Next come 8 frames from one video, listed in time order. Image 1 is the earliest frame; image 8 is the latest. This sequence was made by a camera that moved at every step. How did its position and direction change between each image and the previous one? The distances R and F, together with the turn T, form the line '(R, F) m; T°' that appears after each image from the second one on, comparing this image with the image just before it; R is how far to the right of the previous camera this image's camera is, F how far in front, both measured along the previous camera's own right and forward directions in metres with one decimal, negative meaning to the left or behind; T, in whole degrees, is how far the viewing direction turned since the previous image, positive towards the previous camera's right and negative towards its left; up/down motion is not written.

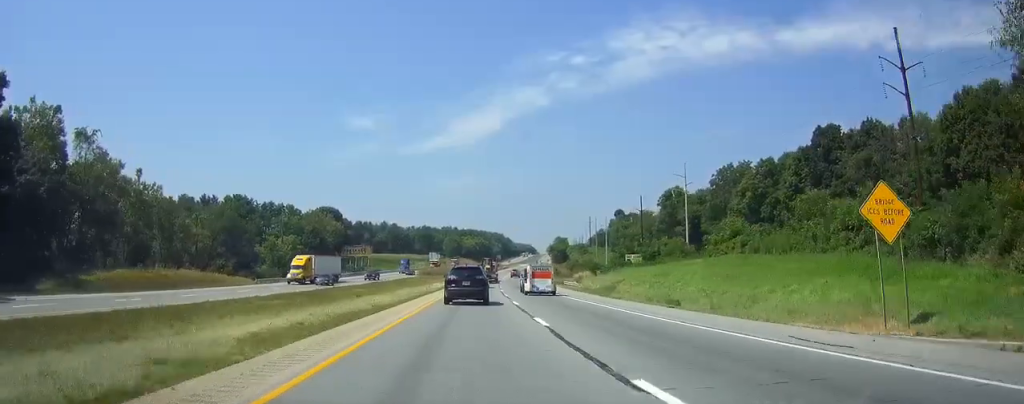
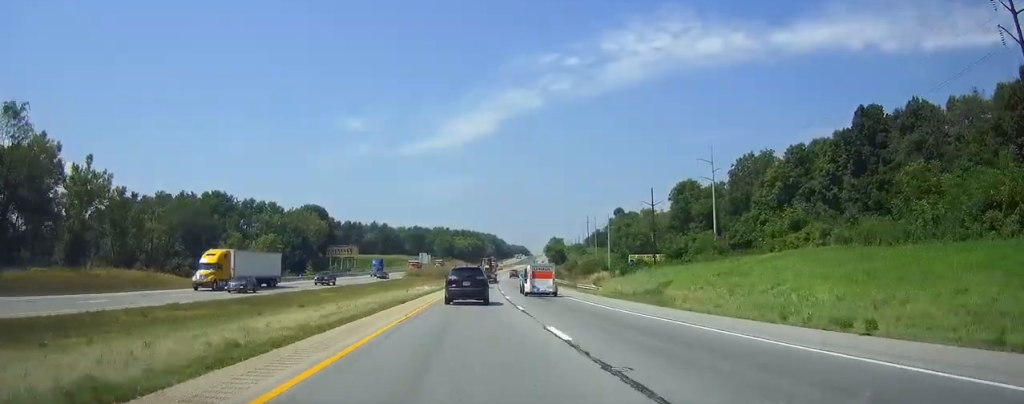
(-0.1, +16.1) m; +1°
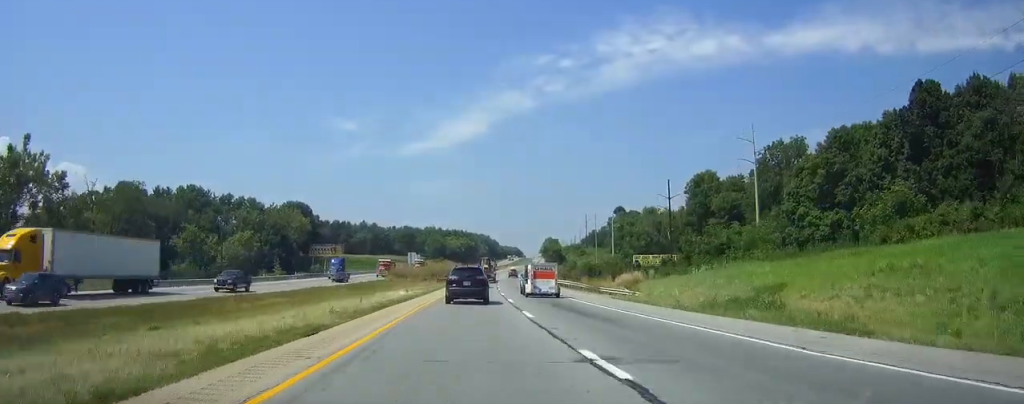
(+0.2, +17.3) m; +1°
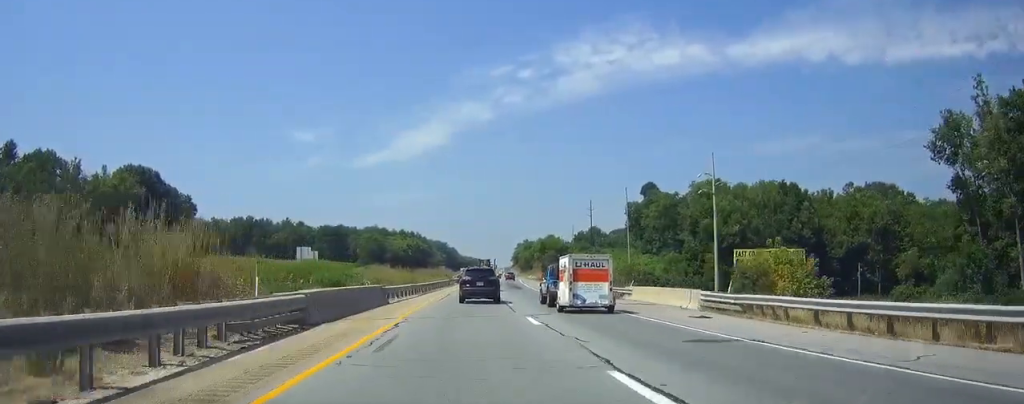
(+3.8, +112.6) m; +4°
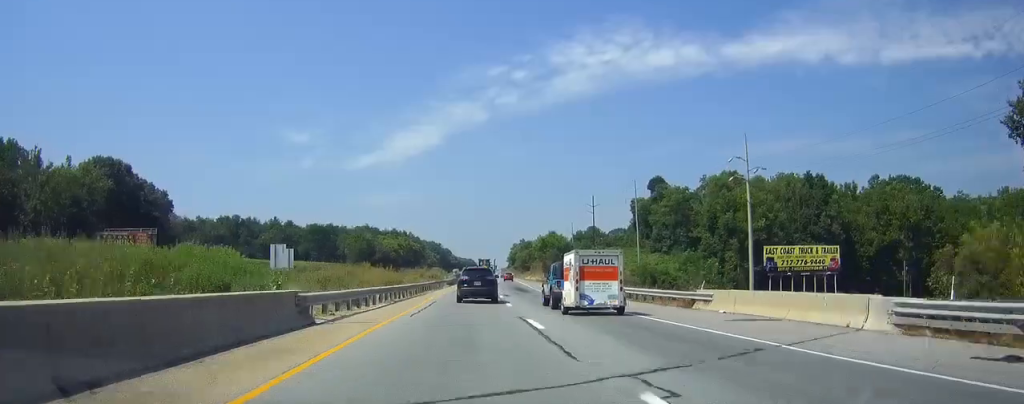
(+0.1, +14.1) m; 0°
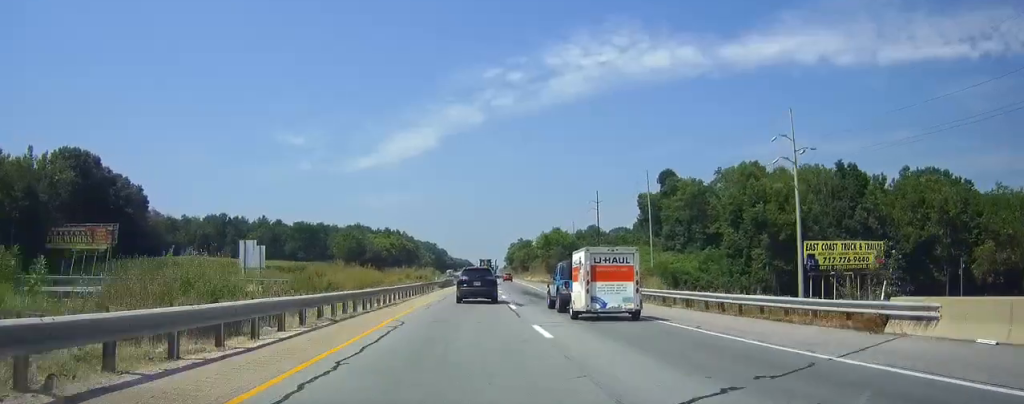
(0.0, +14.1) m; 0°
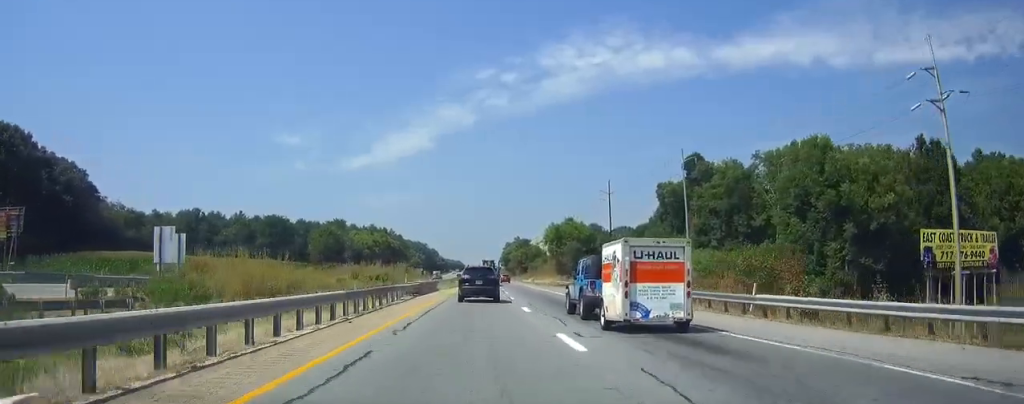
(+0.3, +27.2) m; +1°
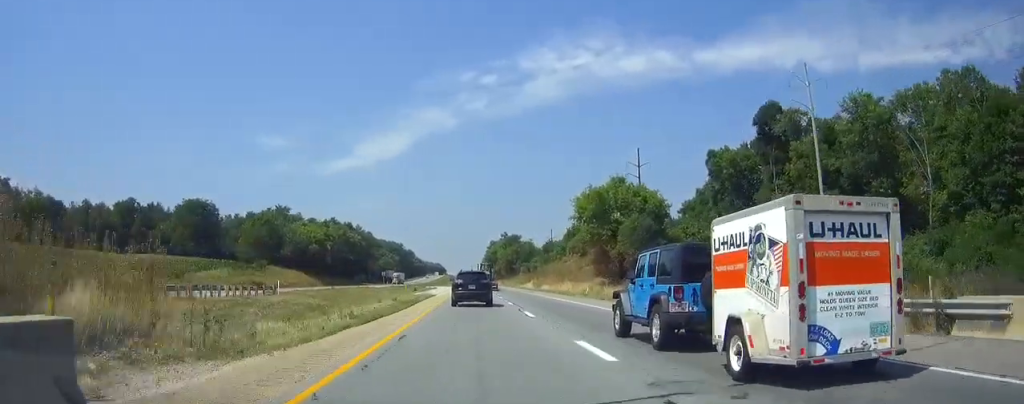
(+0.6, +49.8) m; +1°
